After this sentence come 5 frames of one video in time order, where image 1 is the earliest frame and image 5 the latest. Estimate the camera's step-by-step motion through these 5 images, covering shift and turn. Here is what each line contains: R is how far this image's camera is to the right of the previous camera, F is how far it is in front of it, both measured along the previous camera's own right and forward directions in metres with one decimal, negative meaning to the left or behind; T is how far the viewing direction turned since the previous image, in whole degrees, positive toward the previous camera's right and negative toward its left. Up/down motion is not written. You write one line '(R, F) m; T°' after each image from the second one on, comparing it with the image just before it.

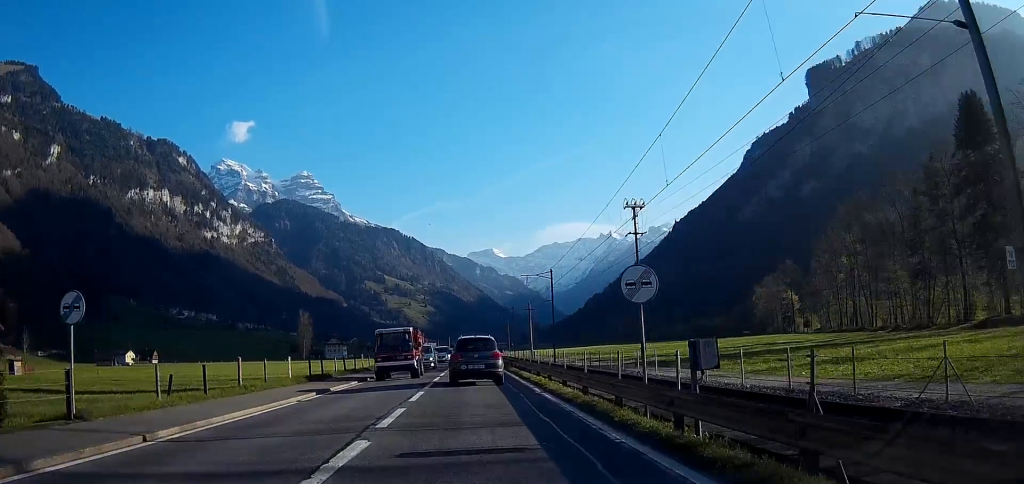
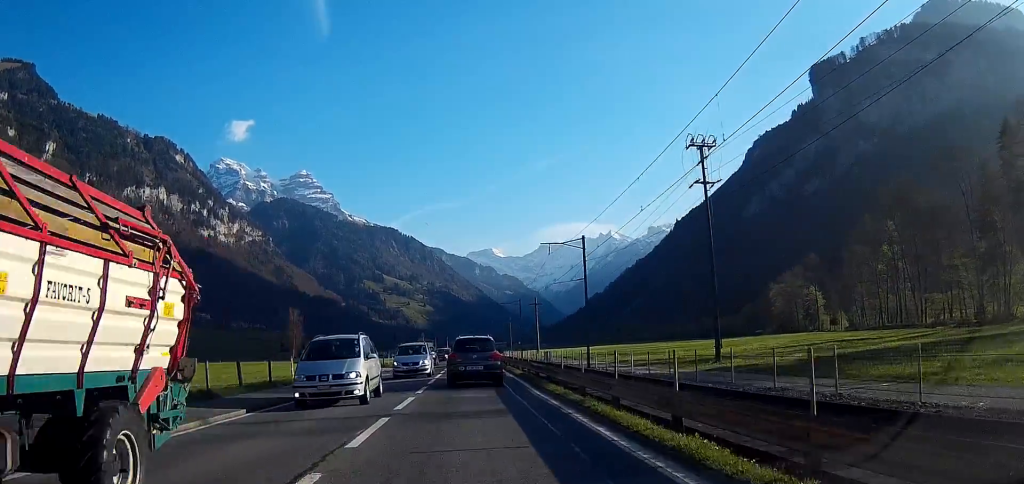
(0.0, +20.4) m; 0°
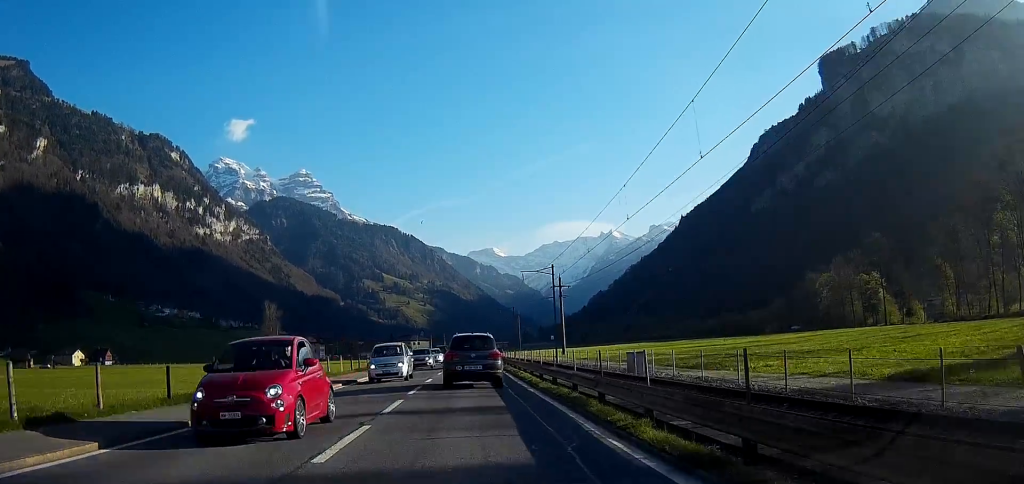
(+0.1, +42.7) m; 0°
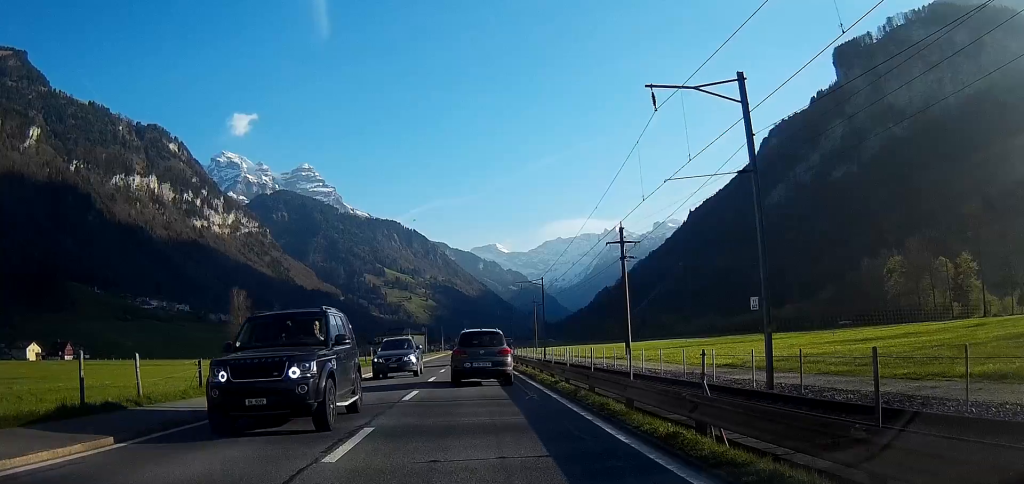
(-0.4, +45.8) m; 0°
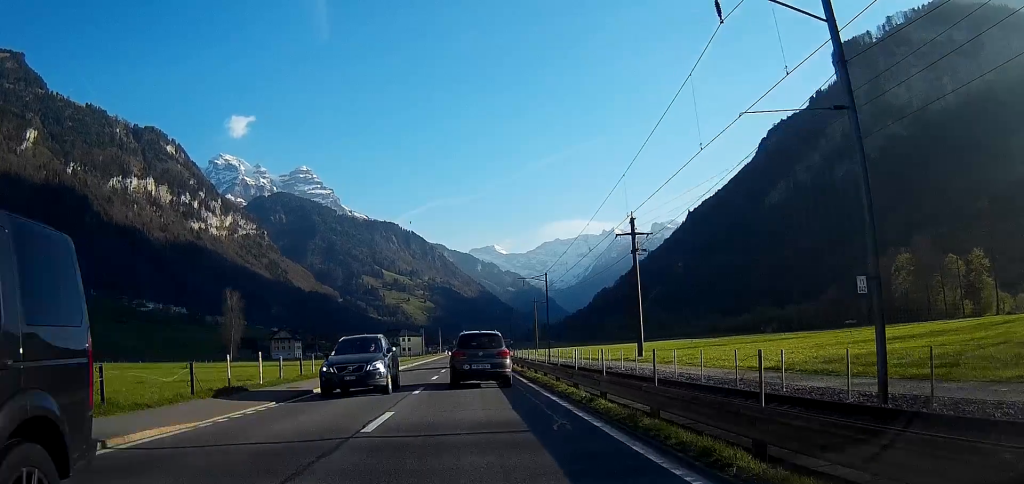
(0.0, +5.8) m; 0°
